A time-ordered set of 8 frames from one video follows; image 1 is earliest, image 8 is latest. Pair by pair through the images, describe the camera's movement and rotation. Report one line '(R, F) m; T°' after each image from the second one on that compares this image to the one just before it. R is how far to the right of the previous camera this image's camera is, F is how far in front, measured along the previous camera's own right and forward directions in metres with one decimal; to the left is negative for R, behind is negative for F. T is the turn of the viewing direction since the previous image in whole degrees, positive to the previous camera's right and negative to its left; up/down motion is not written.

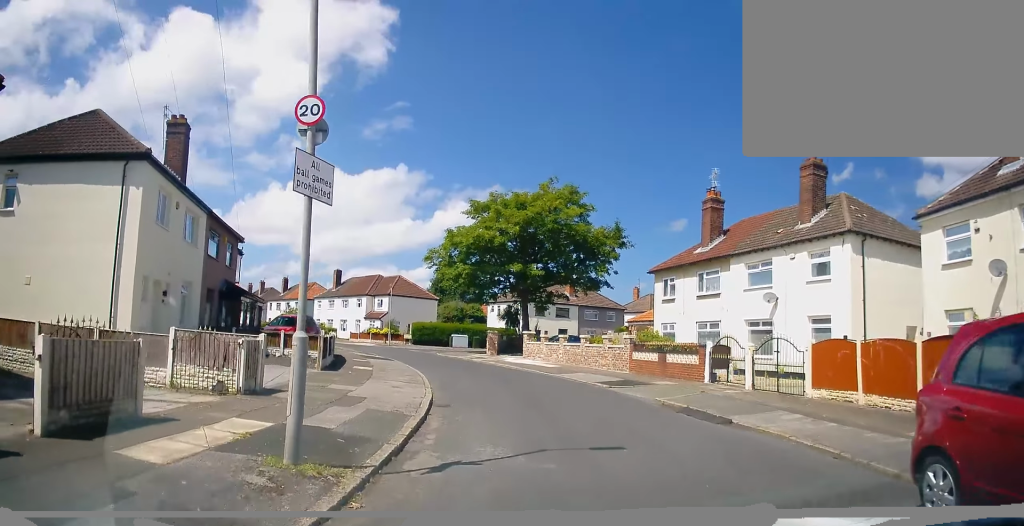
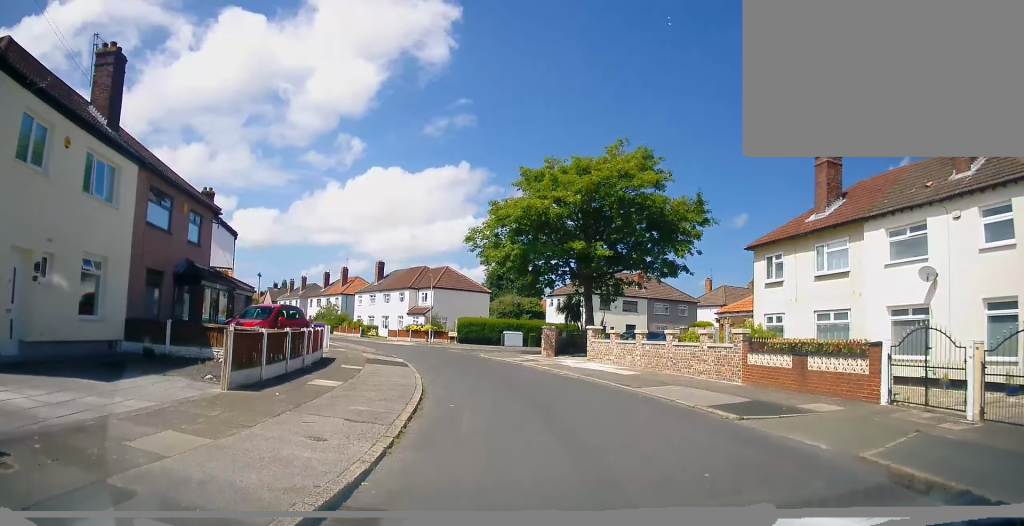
(0.0, +8.2) m; +1°
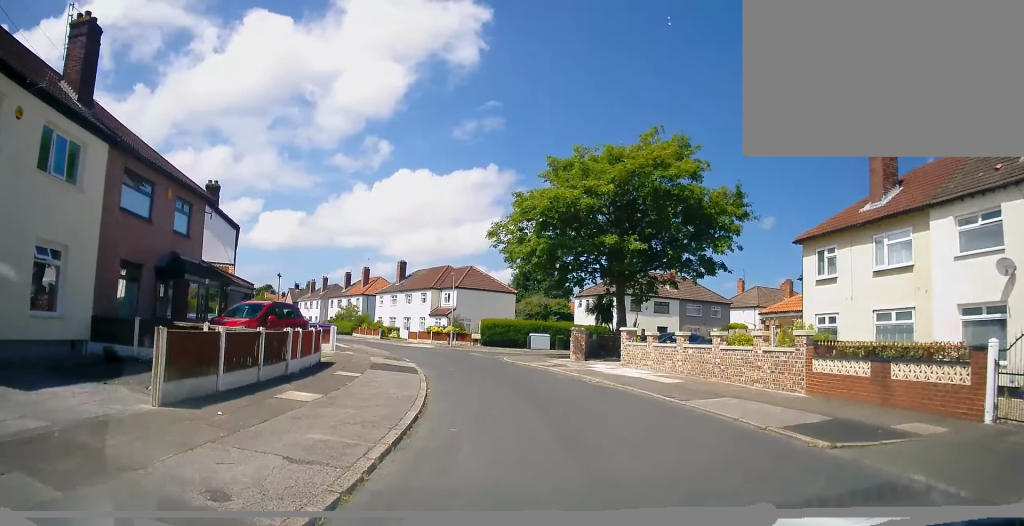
(0.0, +2.7) m; -3°
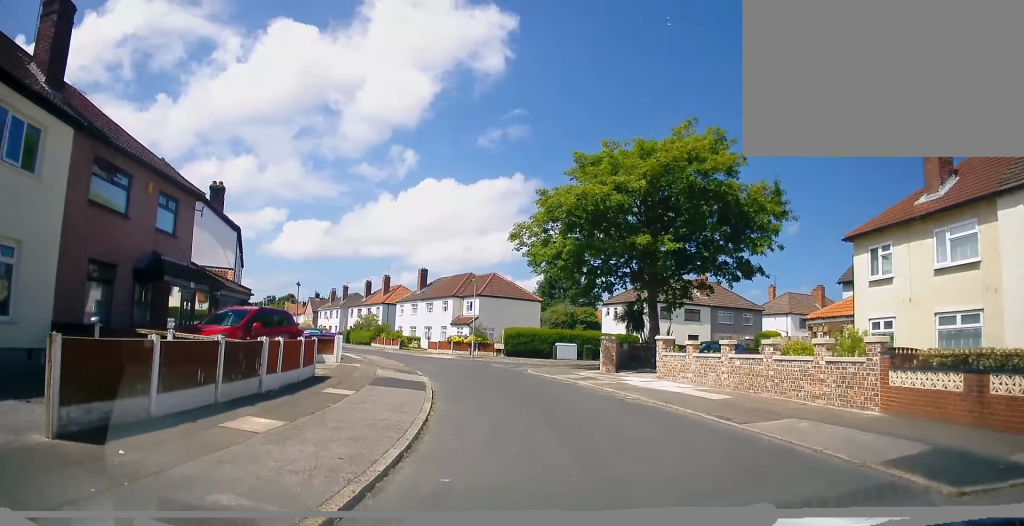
(0.0, +2.6) m; -3°
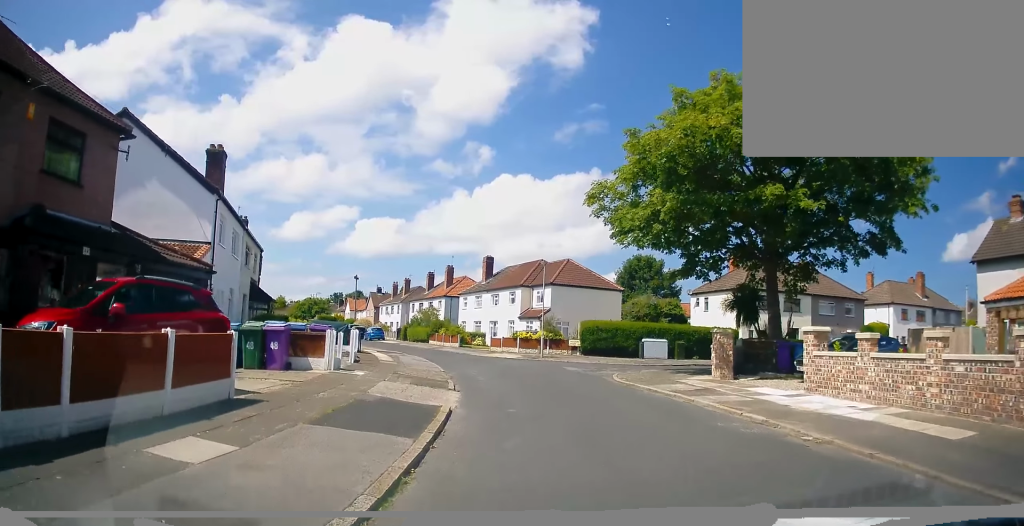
(-0.8, +7.8) m; -12°
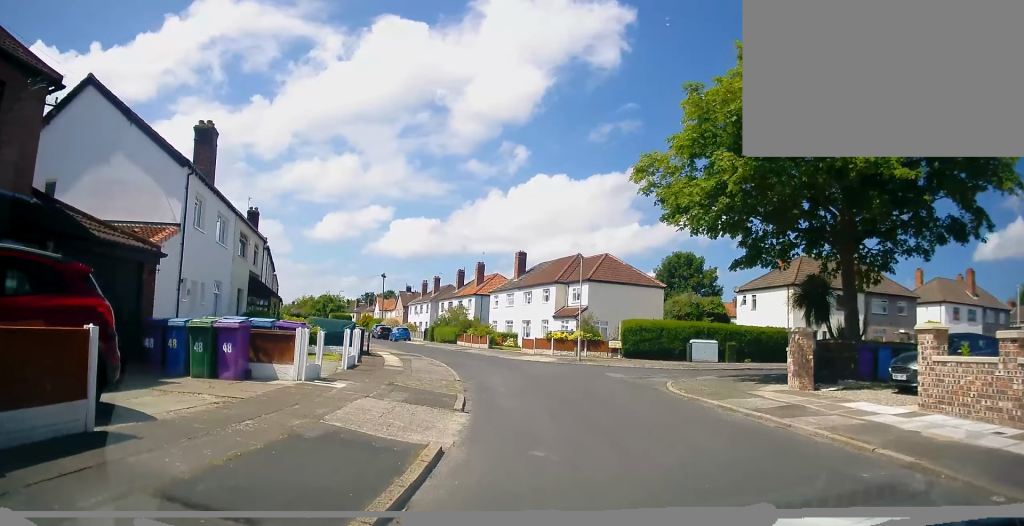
(-0.2, +3.4) m; -3°
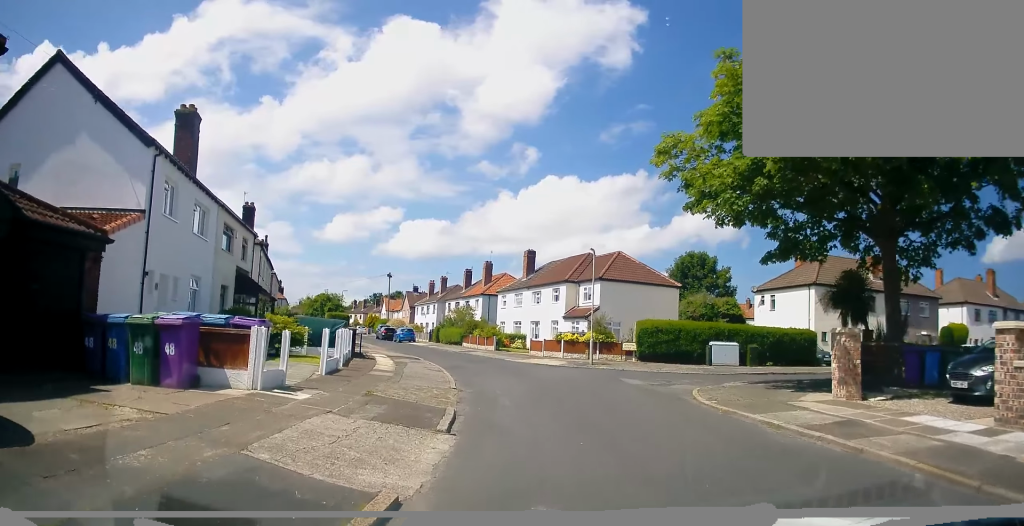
(0.0, +1.9) m; +1°
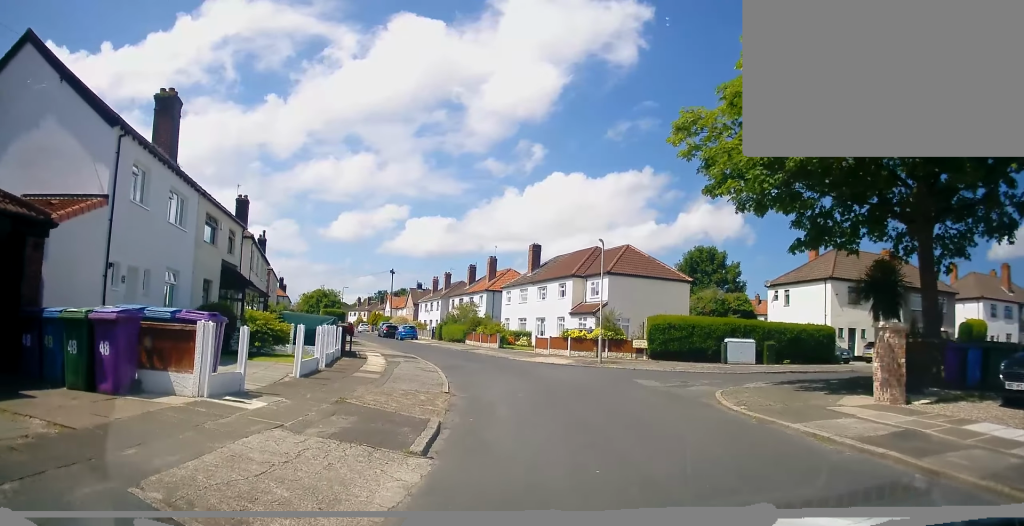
(0.0, +1.5) m; +3°
